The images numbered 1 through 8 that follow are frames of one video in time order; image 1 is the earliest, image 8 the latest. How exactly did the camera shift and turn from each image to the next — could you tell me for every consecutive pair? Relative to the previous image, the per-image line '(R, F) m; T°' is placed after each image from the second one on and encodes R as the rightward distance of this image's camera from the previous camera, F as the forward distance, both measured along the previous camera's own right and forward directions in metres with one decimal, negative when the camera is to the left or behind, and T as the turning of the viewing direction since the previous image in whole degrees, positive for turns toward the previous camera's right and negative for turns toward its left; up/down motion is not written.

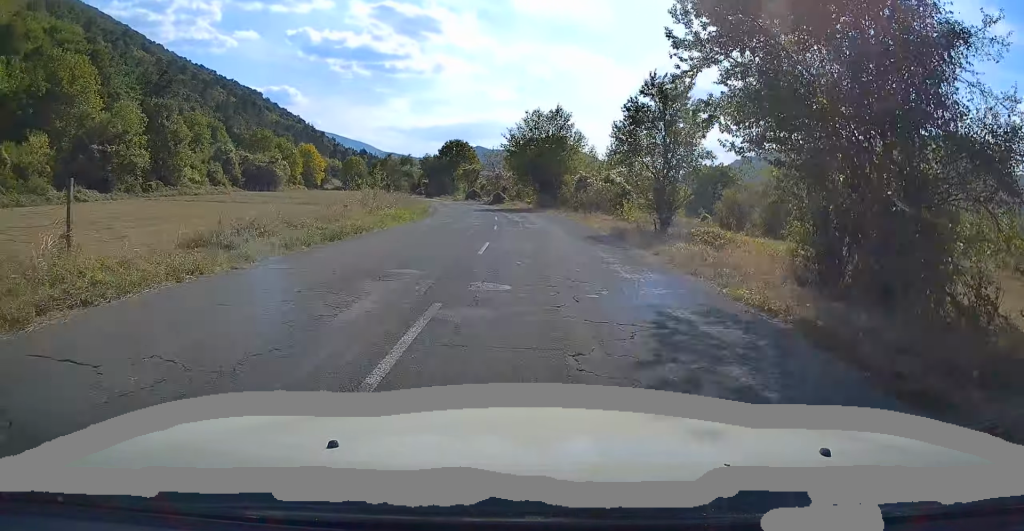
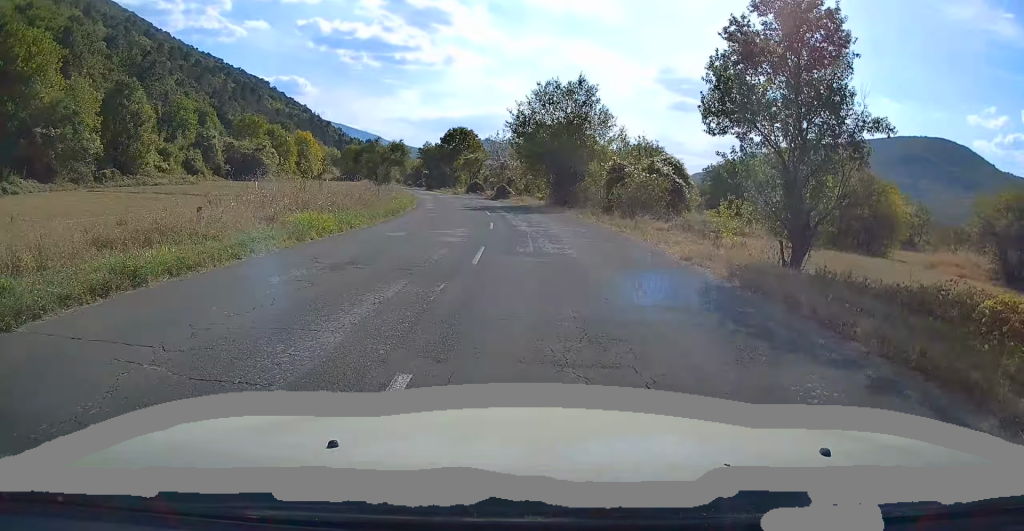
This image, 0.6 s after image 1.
(-0.3, +11.9) m; -2°
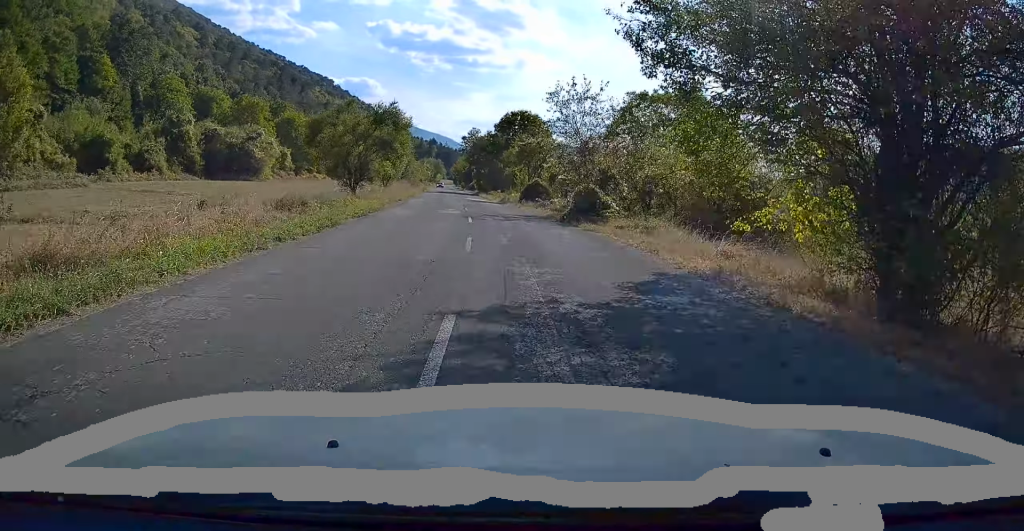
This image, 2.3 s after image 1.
(-1.7, +34.0) m; -7°
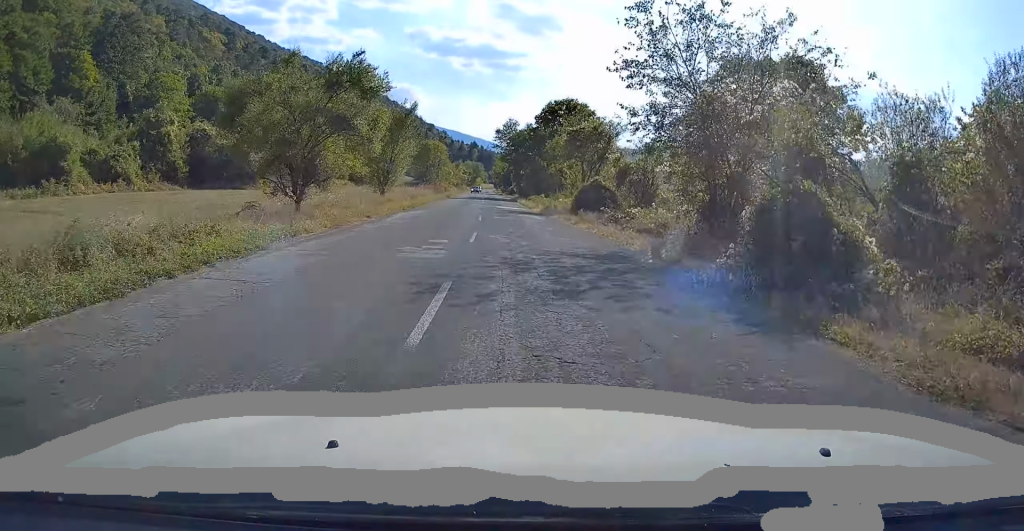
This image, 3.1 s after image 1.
(-0.5, +16.2) m; -3°
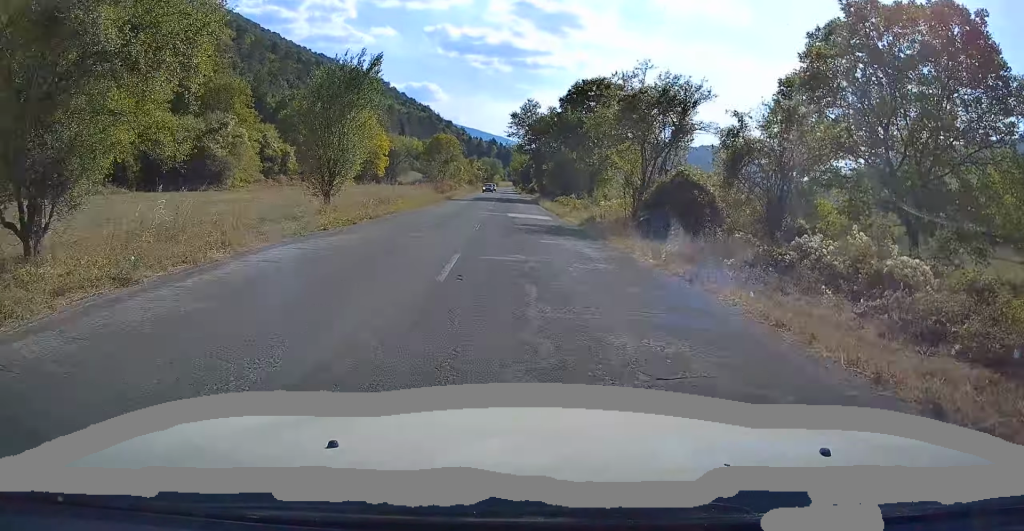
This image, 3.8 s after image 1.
(-0.4, +14.9) m; -1°
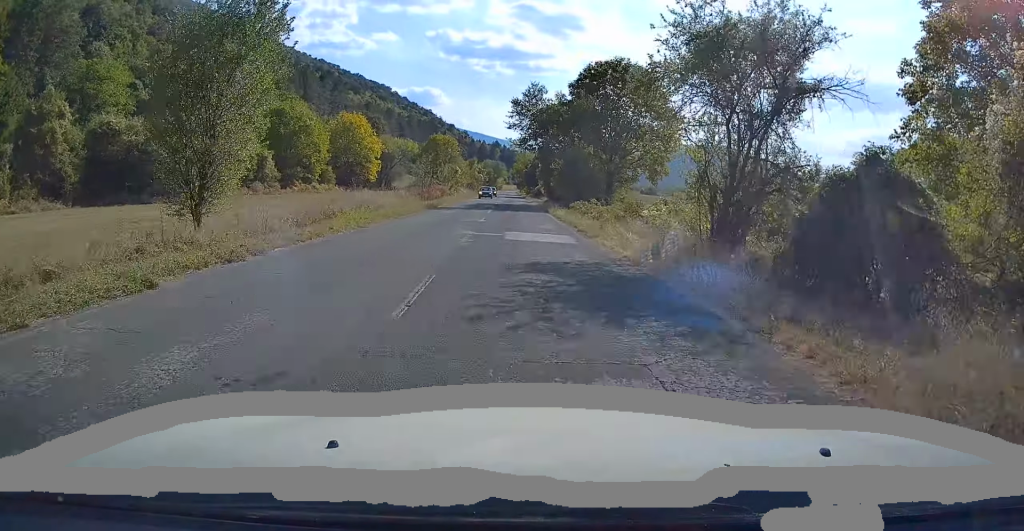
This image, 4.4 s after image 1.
(0.0, +10.9) m; -1°
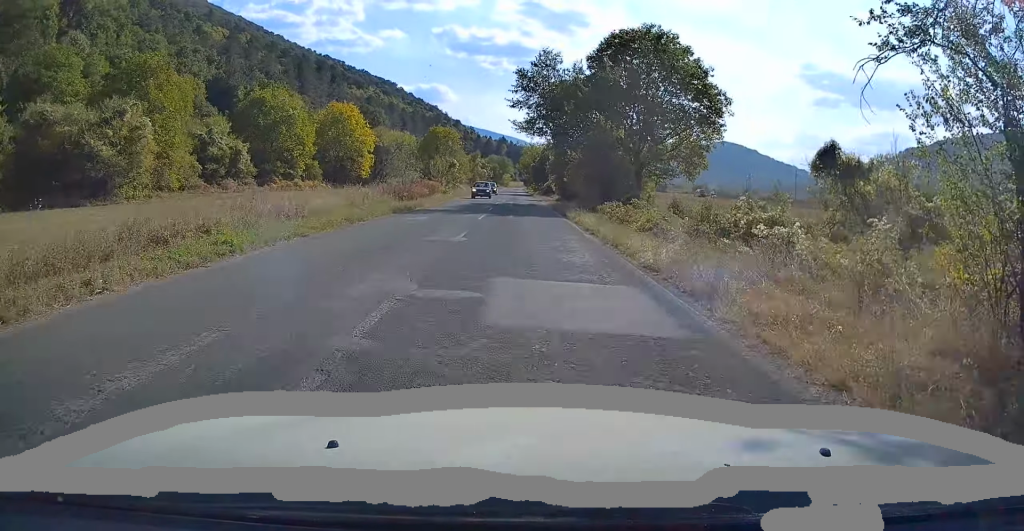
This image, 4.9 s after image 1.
(+0.2, +10.9) m; -1°
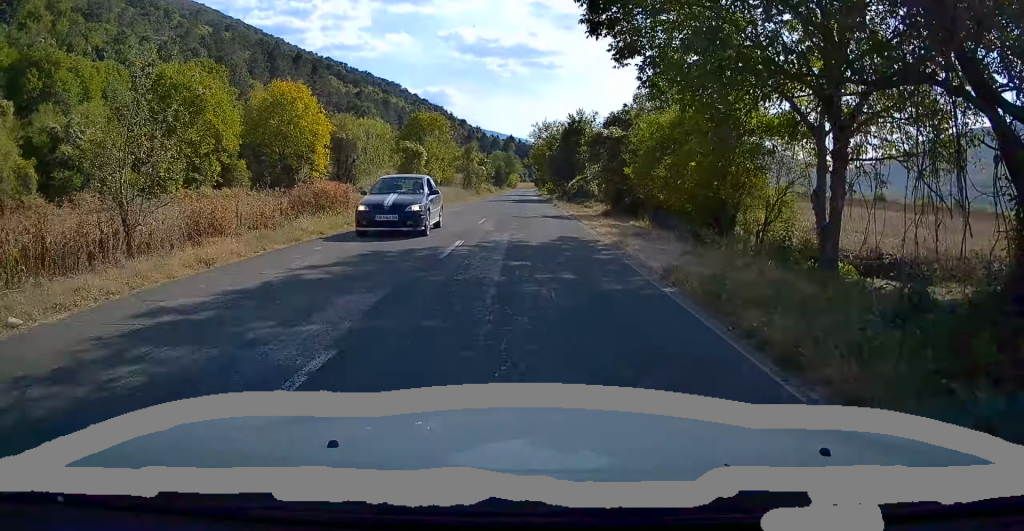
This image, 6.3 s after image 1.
(-0.6, +29.7) m; -1°
